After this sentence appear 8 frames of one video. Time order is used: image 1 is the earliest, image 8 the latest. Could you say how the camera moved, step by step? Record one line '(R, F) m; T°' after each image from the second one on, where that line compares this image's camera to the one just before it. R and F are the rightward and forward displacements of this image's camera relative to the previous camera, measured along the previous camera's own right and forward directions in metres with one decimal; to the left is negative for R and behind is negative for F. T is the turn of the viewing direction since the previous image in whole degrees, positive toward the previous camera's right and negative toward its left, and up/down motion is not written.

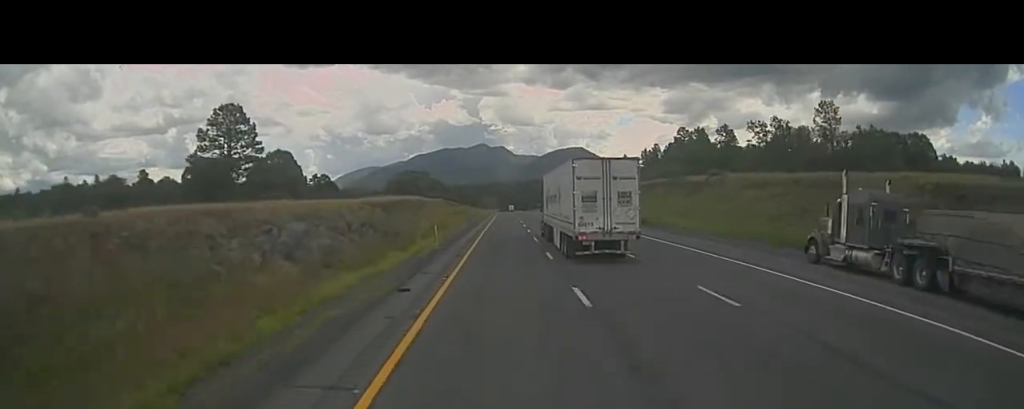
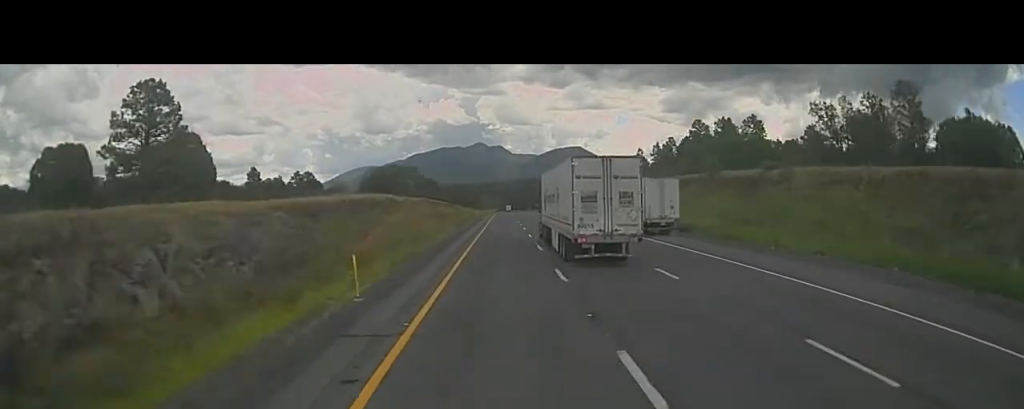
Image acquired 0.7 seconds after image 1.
(0.0, +18.8) m; 0°
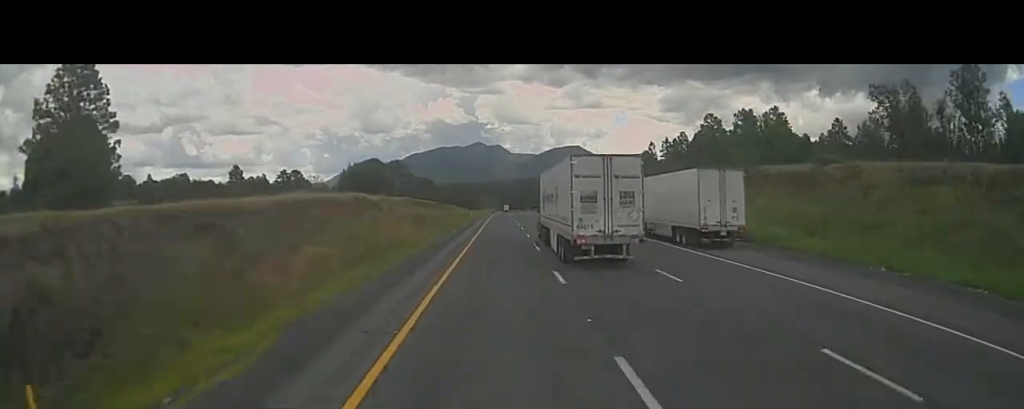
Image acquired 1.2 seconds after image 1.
(-0.2, +13.5) m; 0°
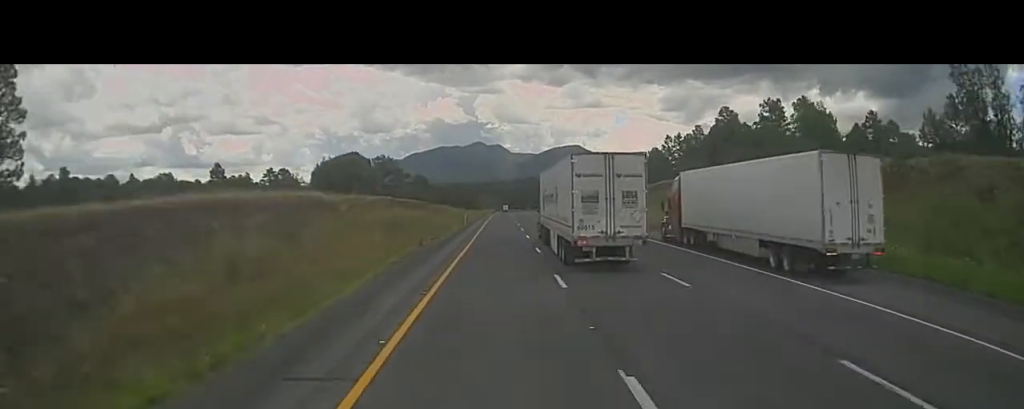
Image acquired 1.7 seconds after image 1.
(+0.3, +12.8) m; 0°
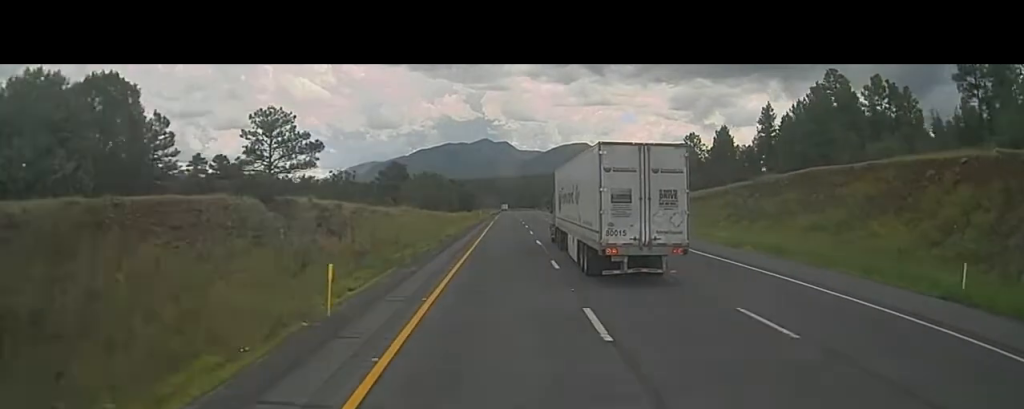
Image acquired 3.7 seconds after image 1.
(-0.6, +55.4) m; -1°
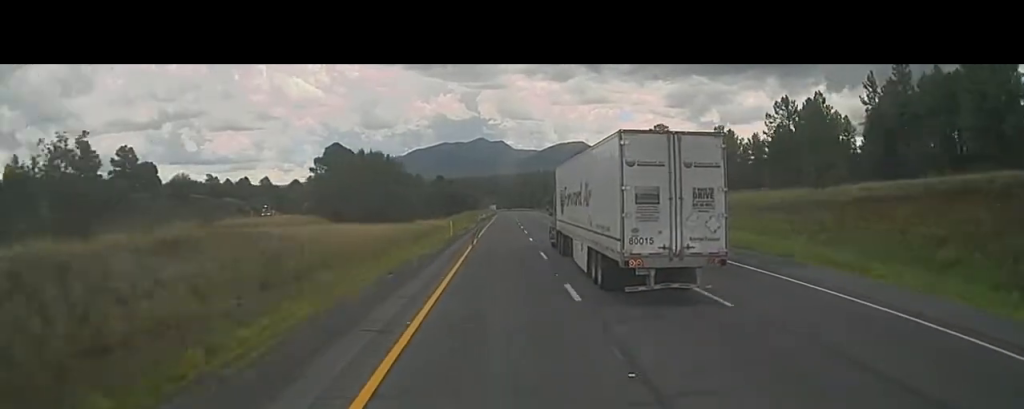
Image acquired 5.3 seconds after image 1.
(+0.7, +45.0) m; +1°
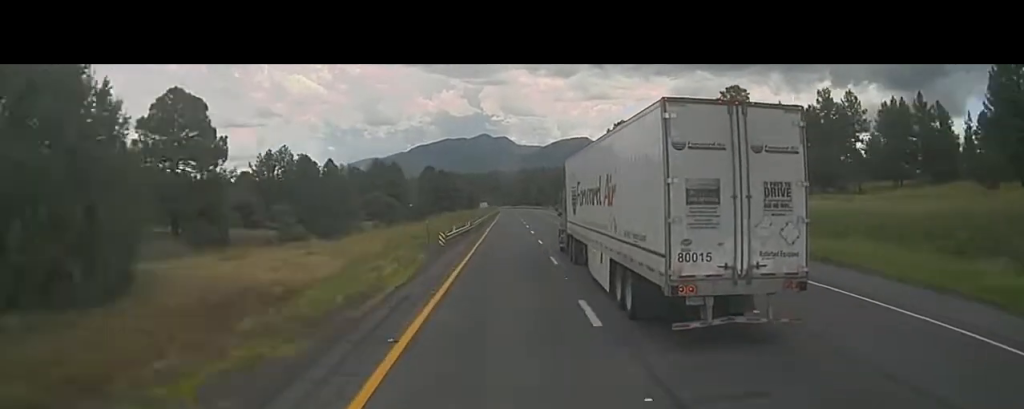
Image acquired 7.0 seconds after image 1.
(-0.8, +49.7) m; -1°
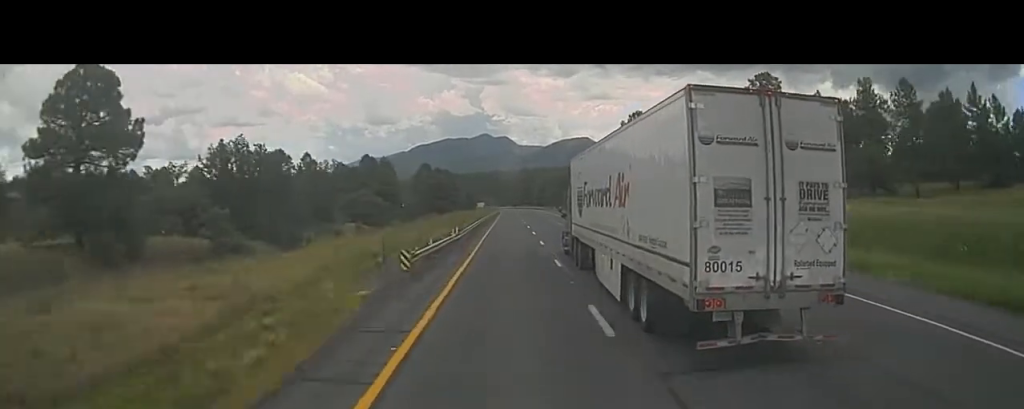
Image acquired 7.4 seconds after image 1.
(0.0, +12.6) m; 0°
